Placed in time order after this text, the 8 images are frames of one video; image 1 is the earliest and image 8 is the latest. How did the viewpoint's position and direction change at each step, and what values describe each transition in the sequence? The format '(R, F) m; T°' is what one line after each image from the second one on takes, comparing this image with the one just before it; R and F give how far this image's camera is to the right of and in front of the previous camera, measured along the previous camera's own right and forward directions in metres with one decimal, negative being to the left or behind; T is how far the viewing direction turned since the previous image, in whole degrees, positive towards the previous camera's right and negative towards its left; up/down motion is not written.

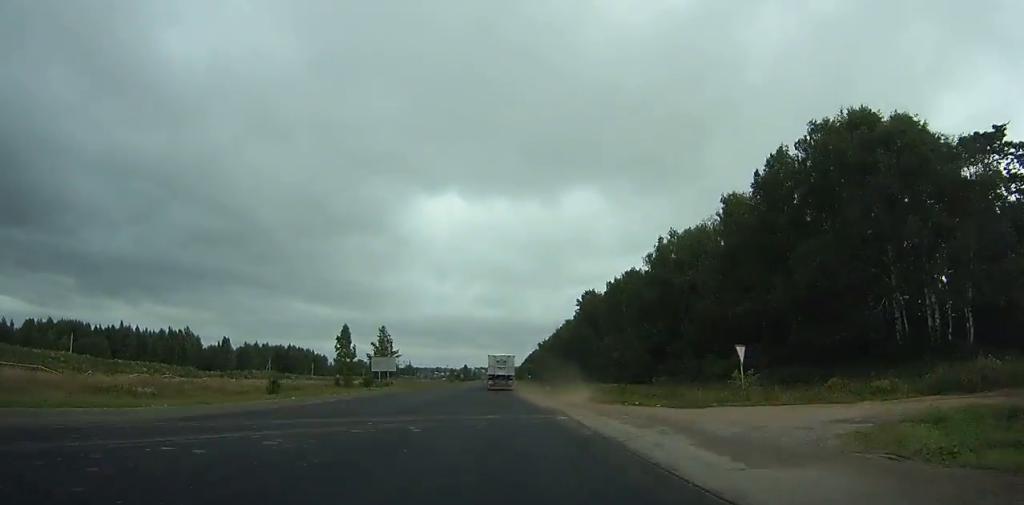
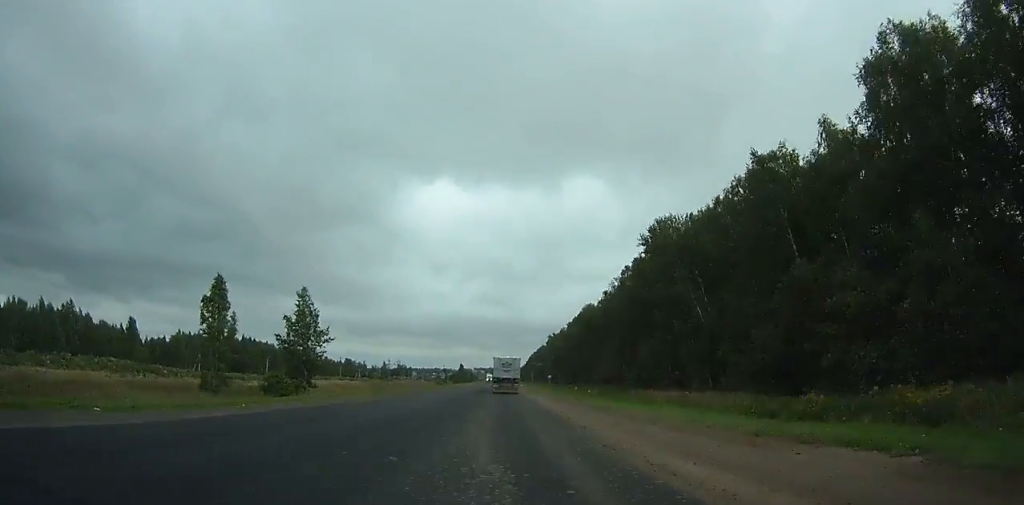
(0.0, +62.3) m; 0°
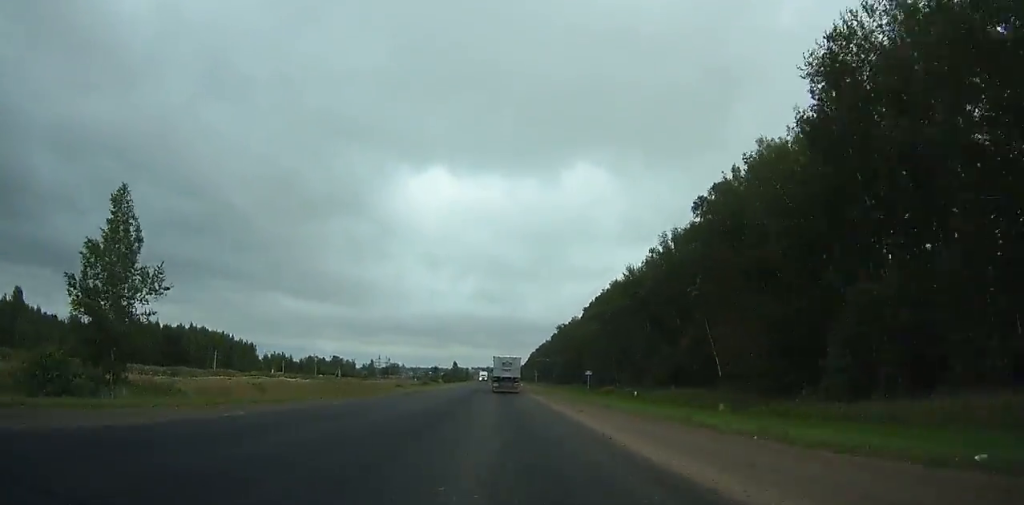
(+0.1, +45.3) m; 0°
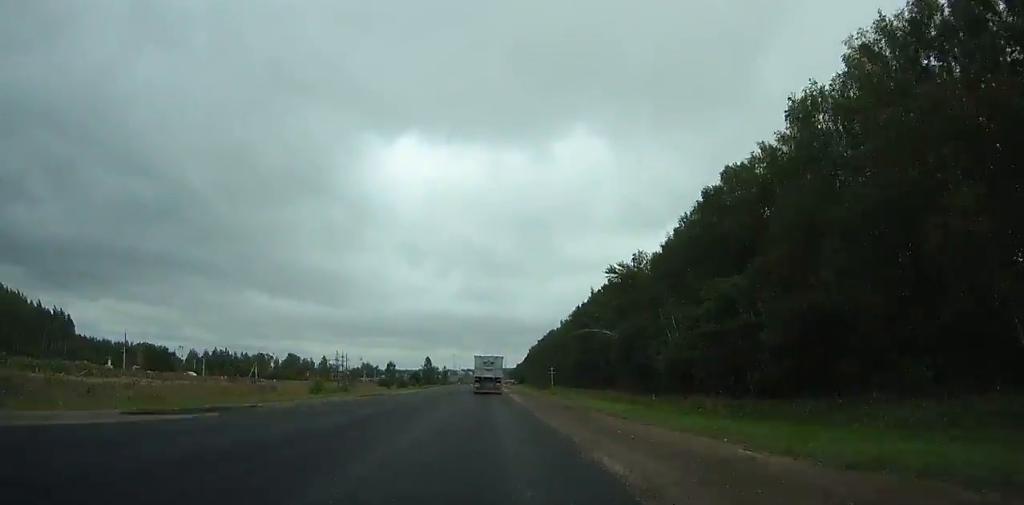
(+0.8, +114.7) m; 0°
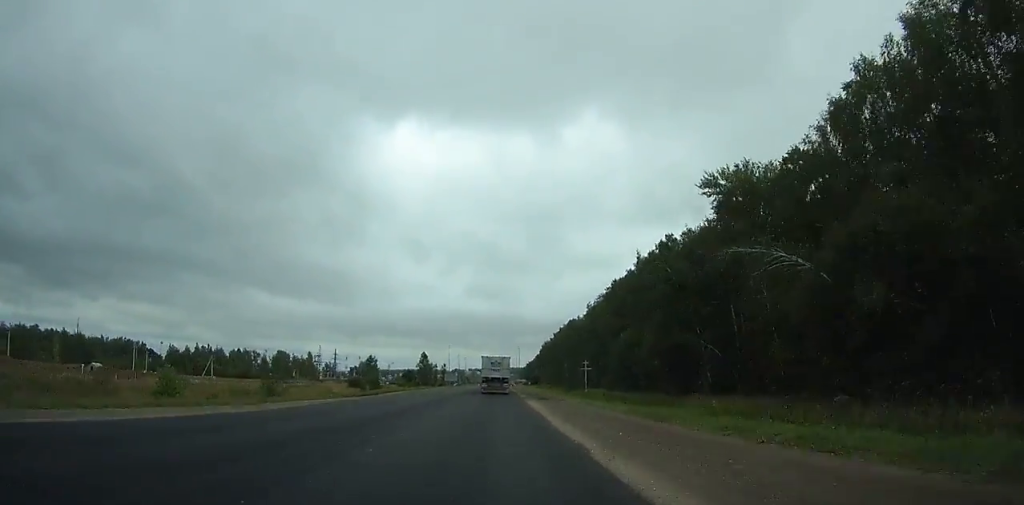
(-0.1, +45.3) m; 0°
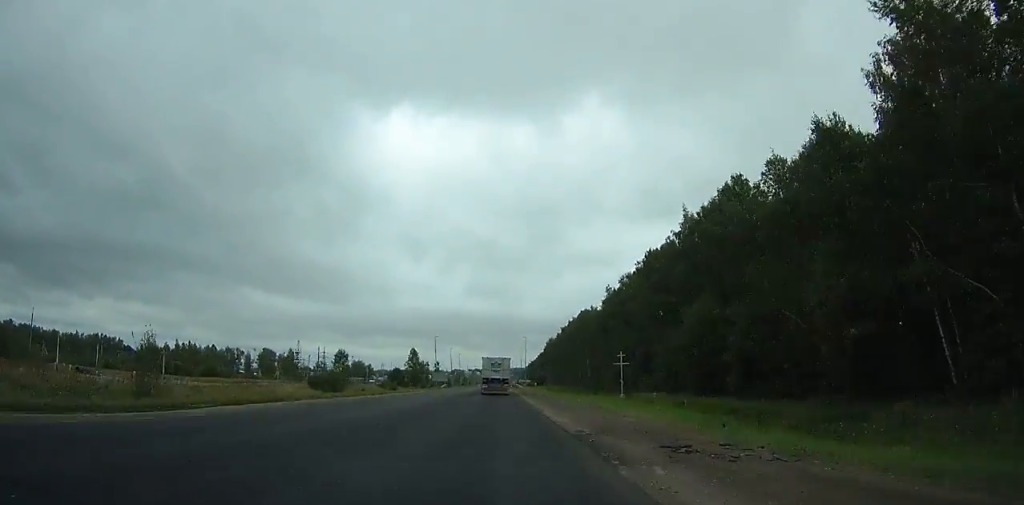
(-0.1, +31.5) m; 0°
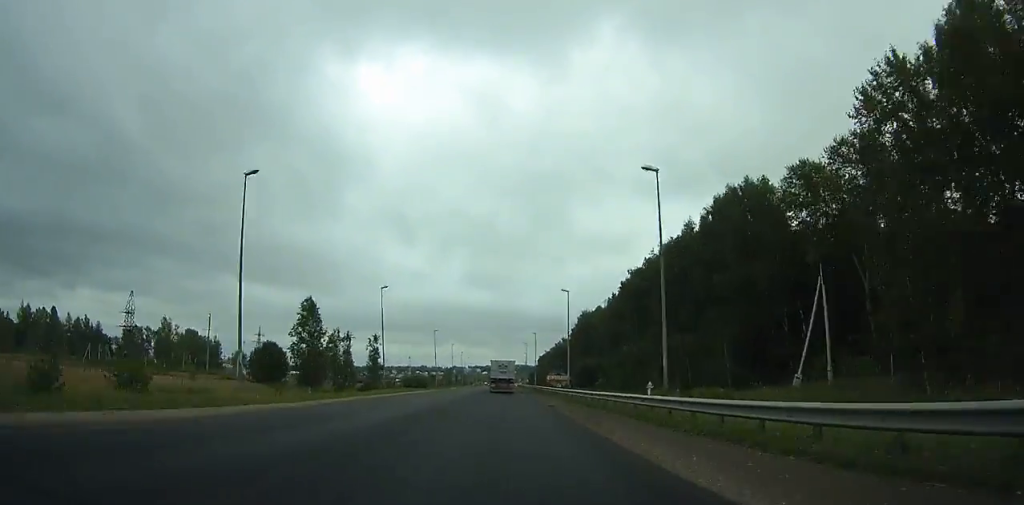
(-0.3, +126.1) m; -1°
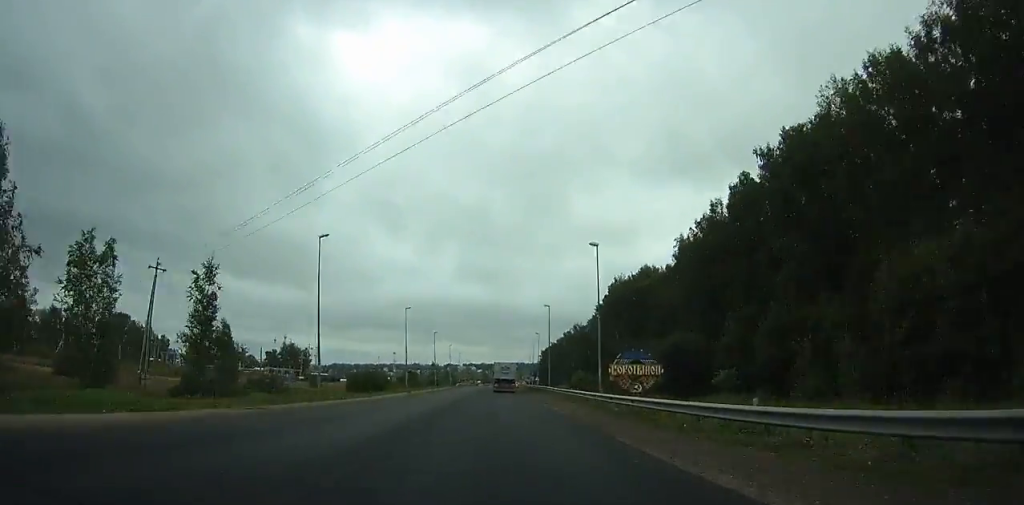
(-0.5, +65.6) m; 0°
